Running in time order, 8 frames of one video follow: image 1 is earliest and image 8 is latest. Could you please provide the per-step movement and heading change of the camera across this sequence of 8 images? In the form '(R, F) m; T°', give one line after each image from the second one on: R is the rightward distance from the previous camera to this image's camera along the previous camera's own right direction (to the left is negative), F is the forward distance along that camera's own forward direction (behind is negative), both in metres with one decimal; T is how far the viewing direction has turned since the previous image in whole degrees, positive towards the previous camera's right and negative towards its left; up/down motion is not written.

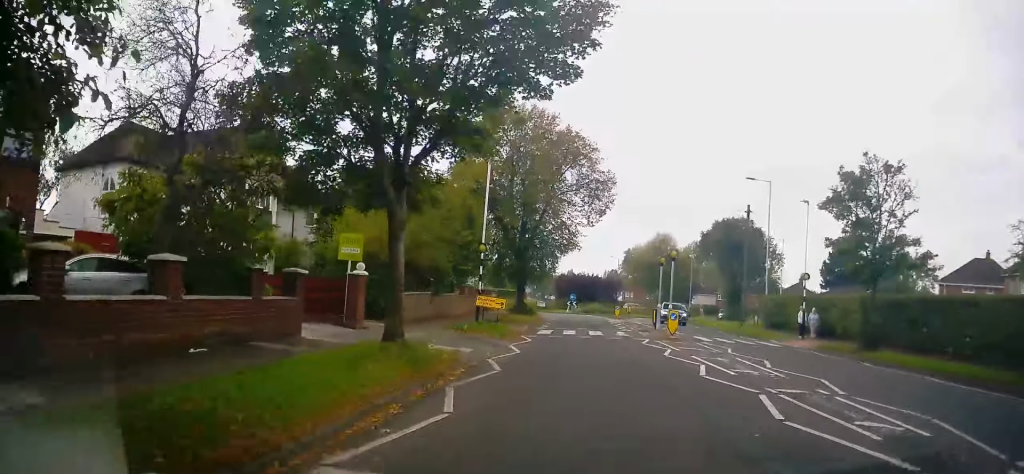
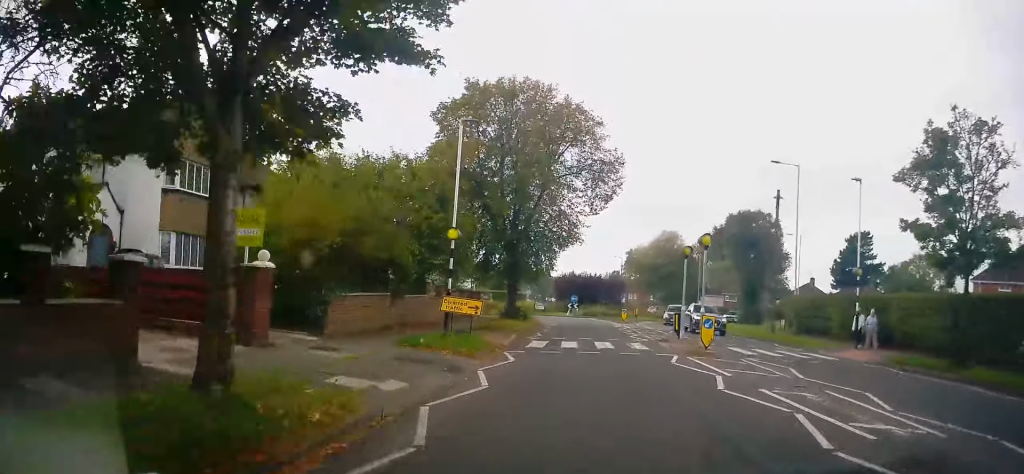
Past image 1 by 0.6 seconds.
(+0.3, +5.9) m; -1°
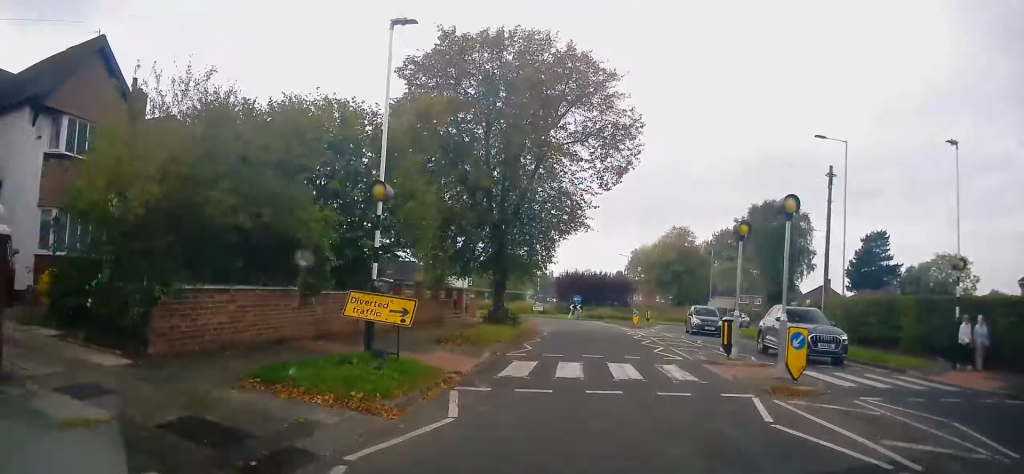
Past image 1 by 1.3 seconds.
(-0.2, +7.1) m; -1°
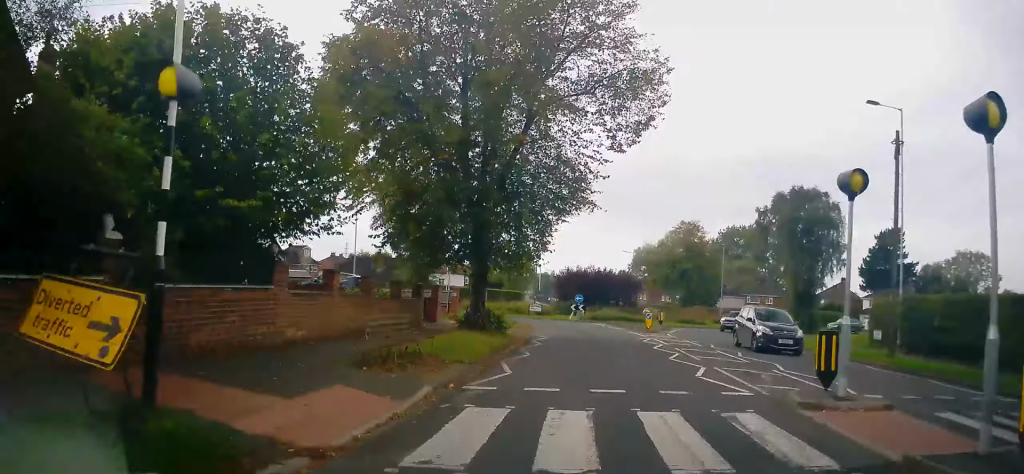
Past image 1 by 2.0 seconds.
(-0.3, +6.3) m; 0°
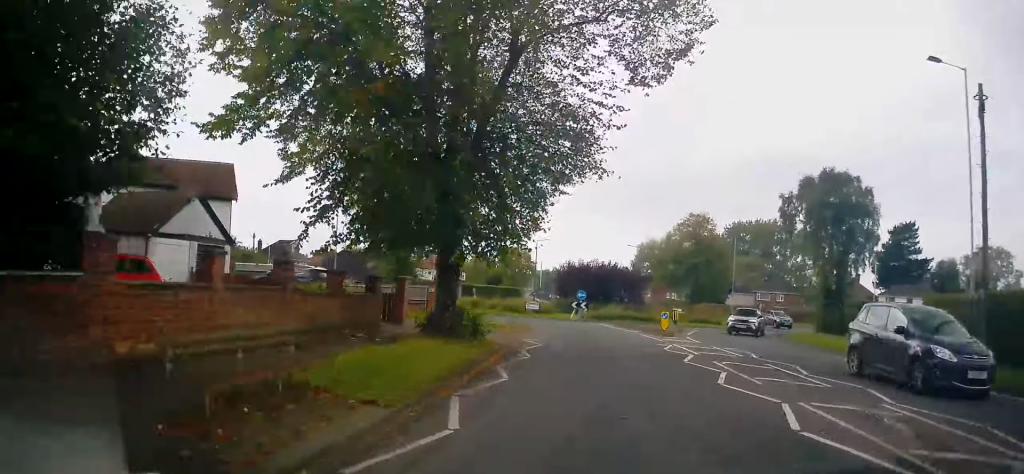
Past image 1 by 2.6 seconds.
(+0.3, +5.4) m; +1°
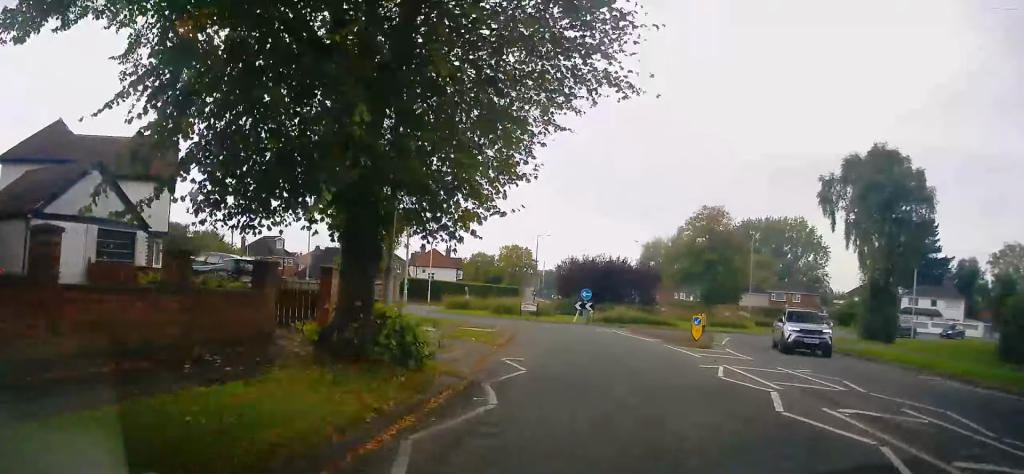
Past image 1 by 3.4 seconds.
(0.0, +6.7) m; +1°
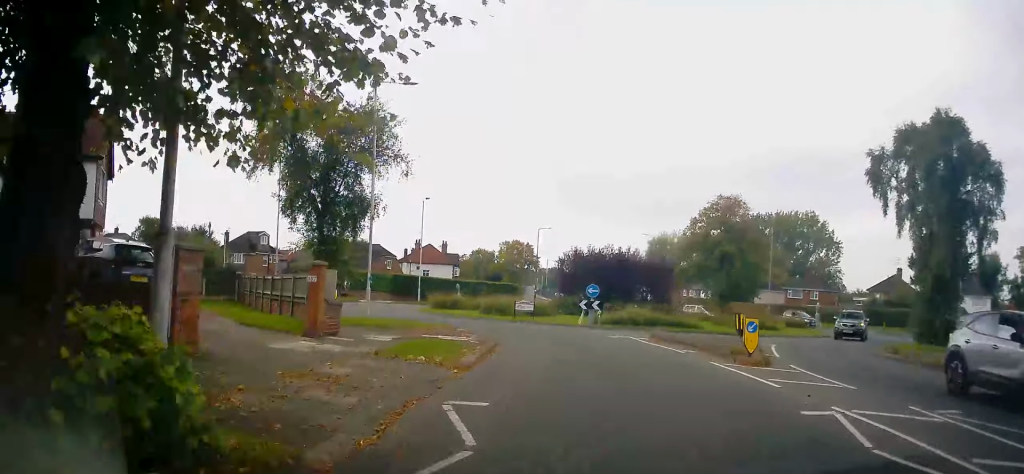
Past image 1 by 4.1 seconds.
(0.0, +6.3) m; 0°
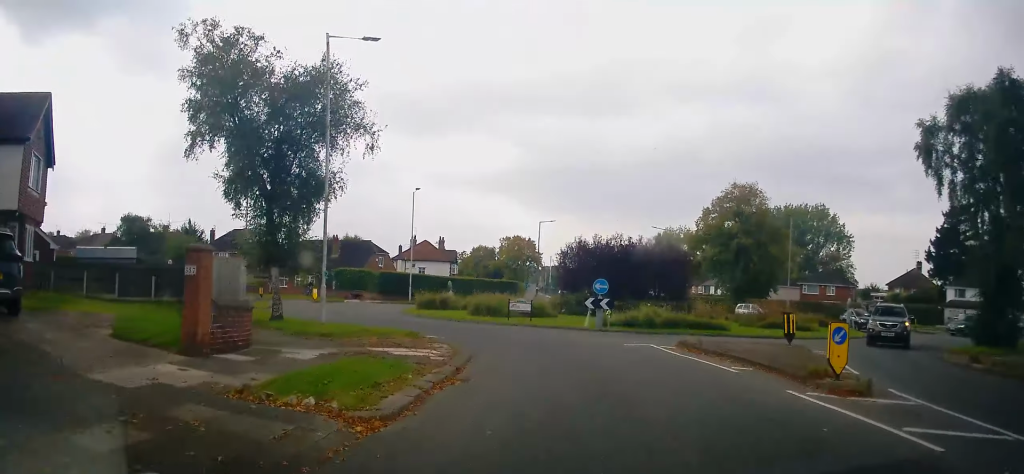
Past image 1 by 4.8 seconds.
(+0.3, +5.3) m; -2°
